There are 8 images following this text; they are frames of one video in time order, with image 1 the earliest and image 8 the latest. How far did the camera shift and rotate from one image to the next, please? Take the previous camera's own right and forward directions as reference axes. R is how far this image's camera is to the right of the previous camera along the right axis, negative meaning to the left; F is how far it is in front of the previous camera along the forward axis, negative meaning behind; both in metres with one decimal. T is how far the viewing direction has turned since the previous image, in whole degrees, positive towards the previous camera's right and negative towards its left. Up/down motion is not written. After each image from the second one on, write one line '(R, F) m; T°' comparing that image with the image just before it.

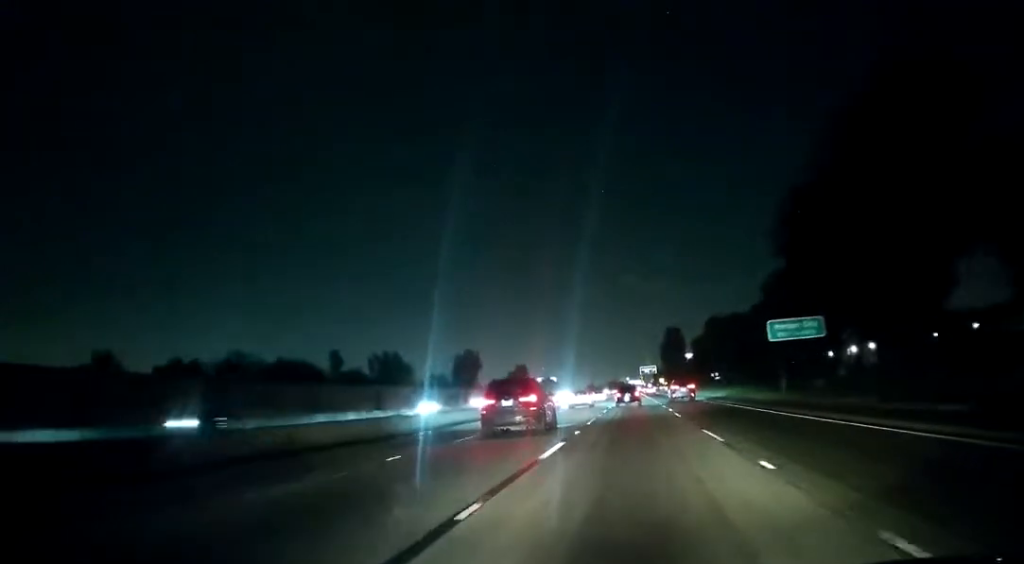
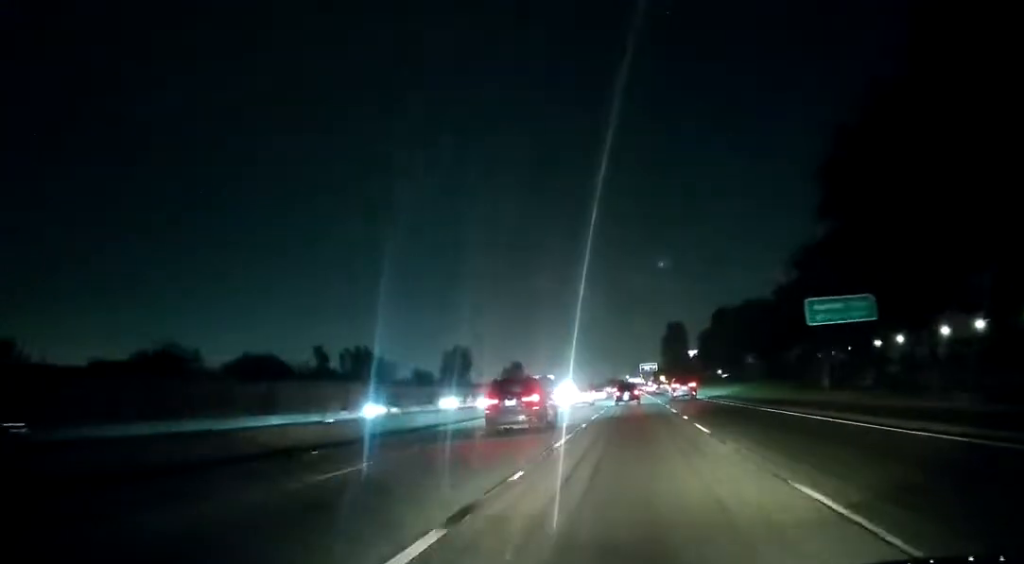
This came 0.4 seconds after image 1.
(0.0, +11.4) m; 0°
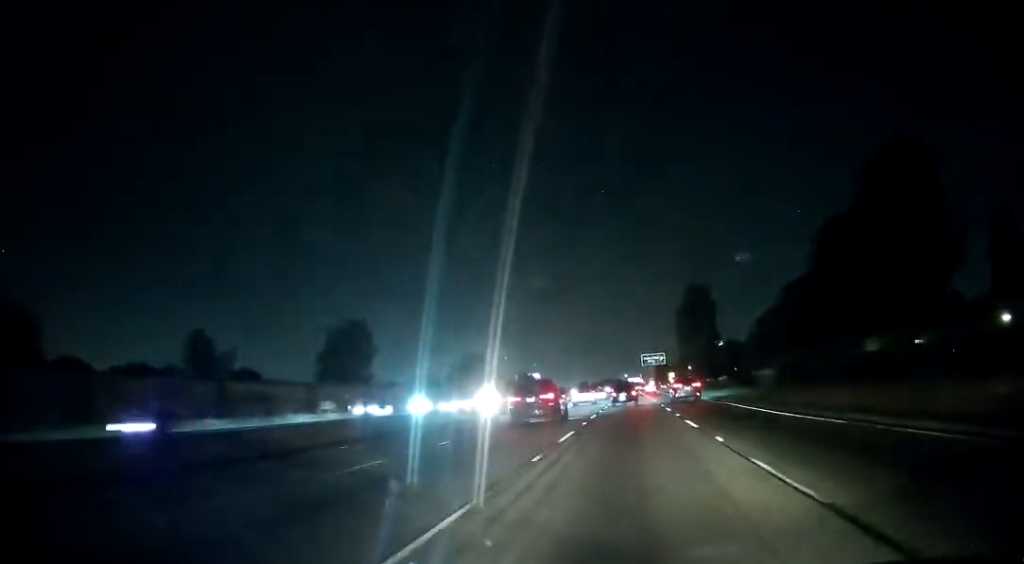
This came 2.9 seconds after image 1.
(+0.7, +70.5) m; +2°
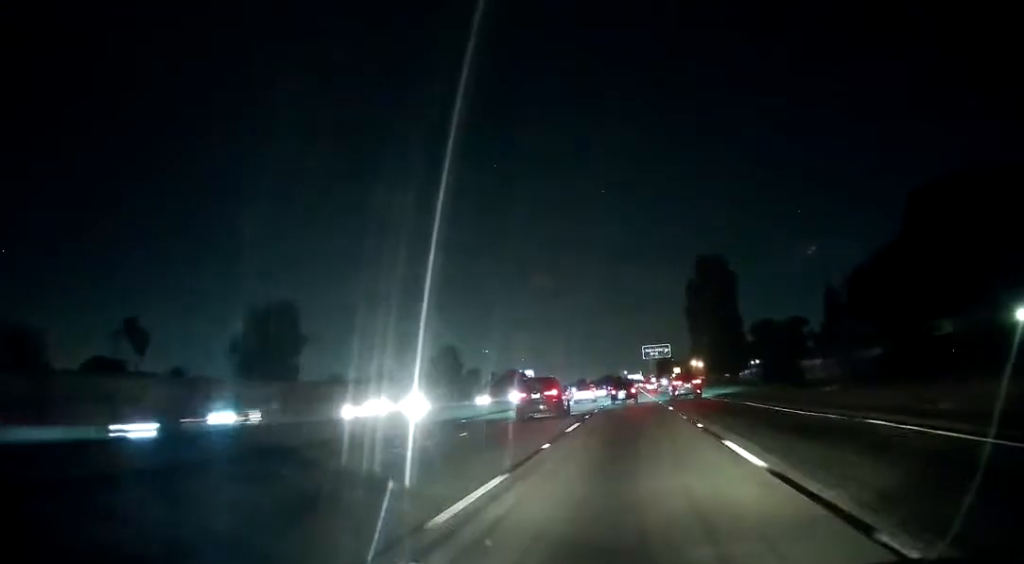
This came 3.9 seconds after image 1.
(0.0, +26.6) m; -1°
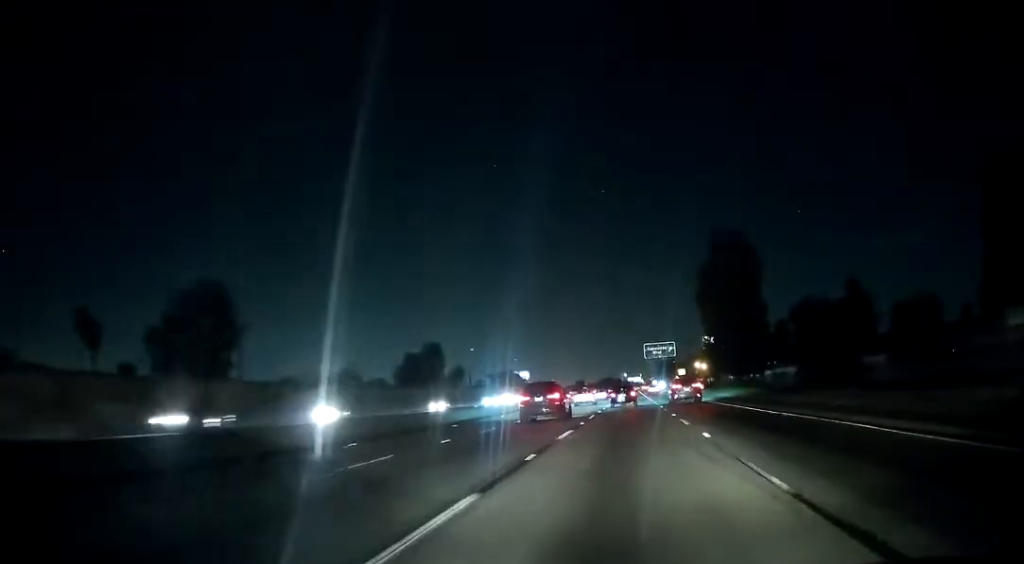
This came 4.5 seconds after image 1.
(-0.2, +17.2) m; -1°
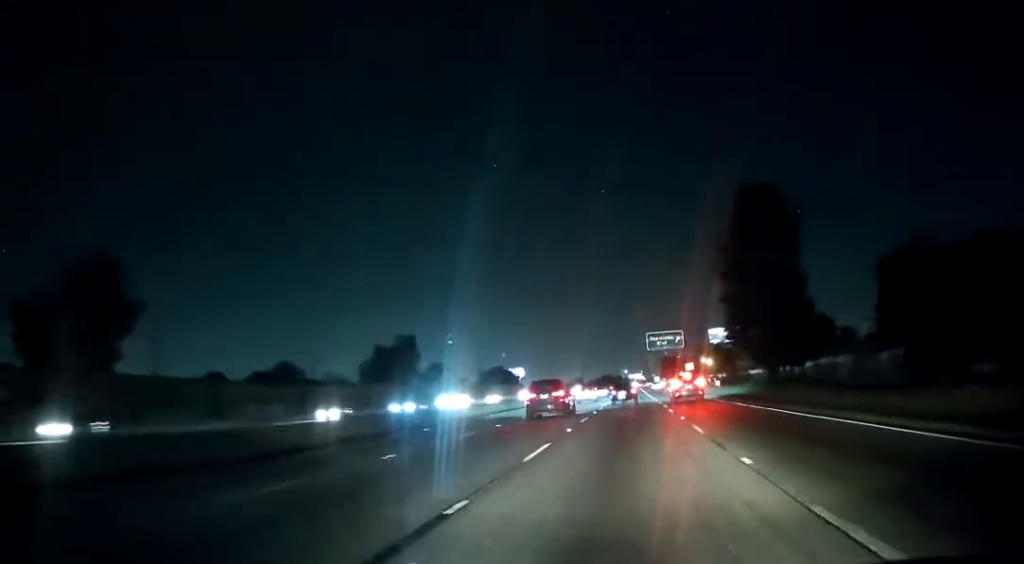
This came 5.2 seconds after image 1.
(0.0, +19.8) m; 0°
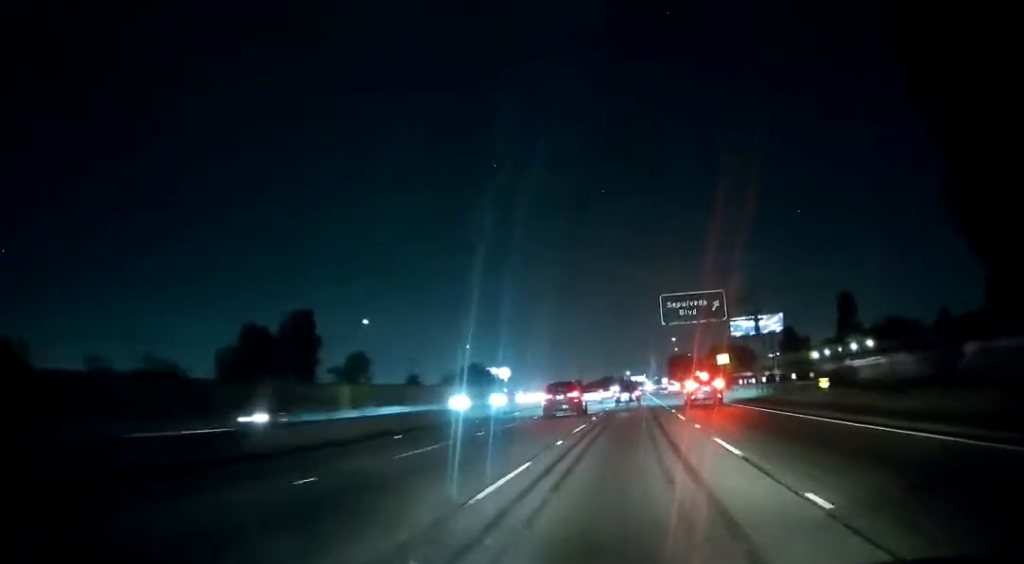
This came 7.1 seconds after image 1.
(0.0, +49.5) m; 0°
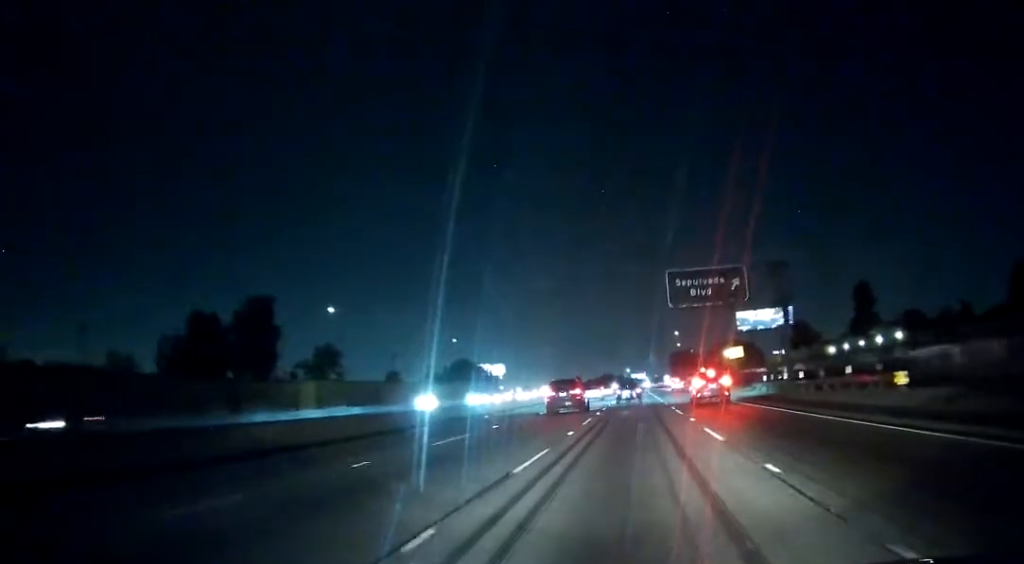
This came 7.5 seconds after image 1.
(0.0, +11.7) m; 0°
